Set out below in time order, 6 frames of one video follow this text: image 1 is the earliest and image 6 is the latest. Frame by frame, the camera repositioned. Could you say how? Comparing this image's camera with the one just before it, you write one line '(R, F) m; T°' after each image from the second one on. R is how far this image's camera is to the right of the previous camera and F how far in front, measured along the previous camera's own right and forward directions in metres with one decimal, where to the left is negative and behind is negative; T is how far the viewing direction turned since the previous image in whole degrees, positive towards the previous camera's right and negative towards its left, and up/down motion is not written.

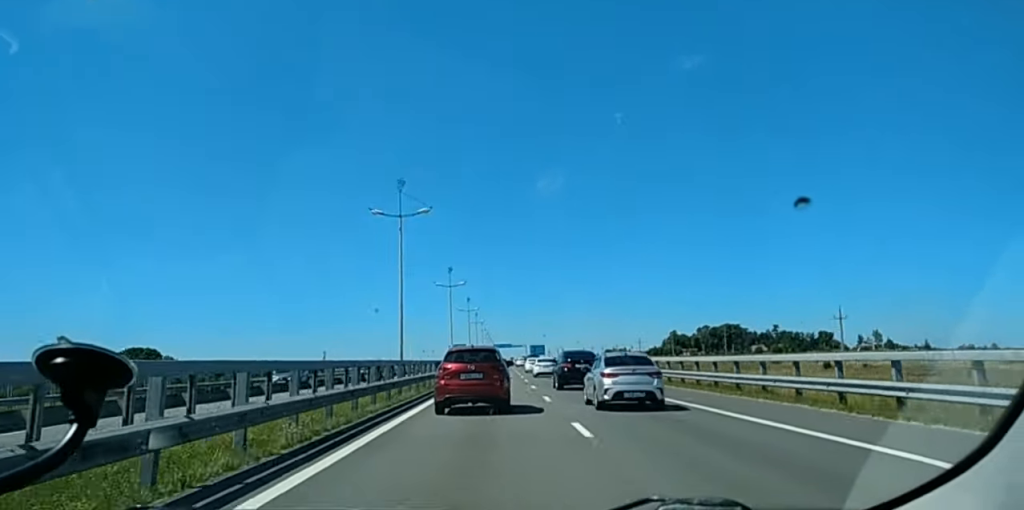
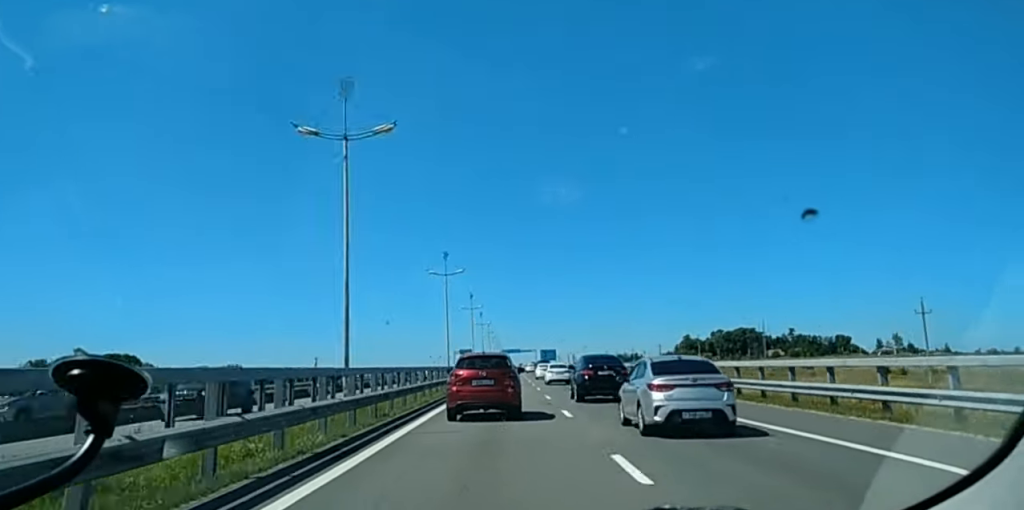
(-0.2, +16.3) m; 0°
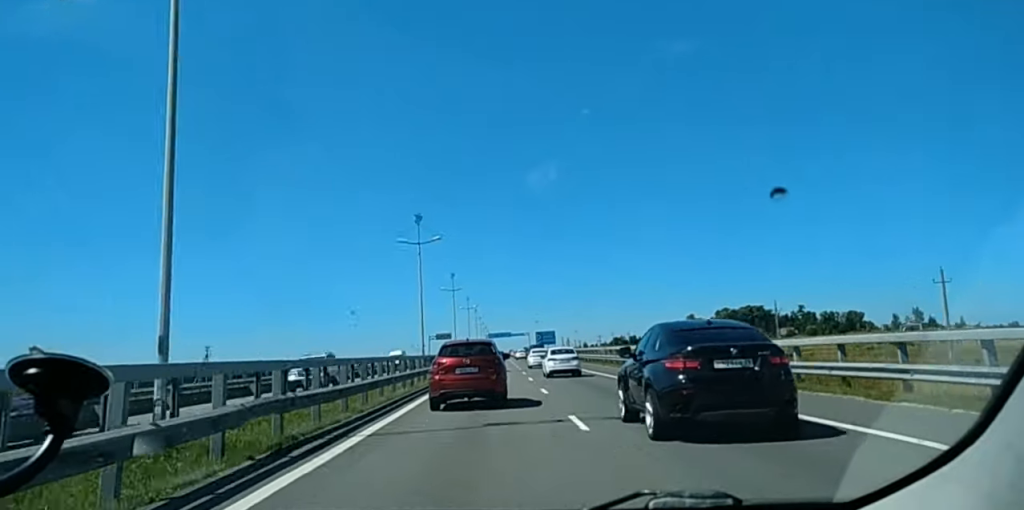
(+1.6, +56.3) m; +3°
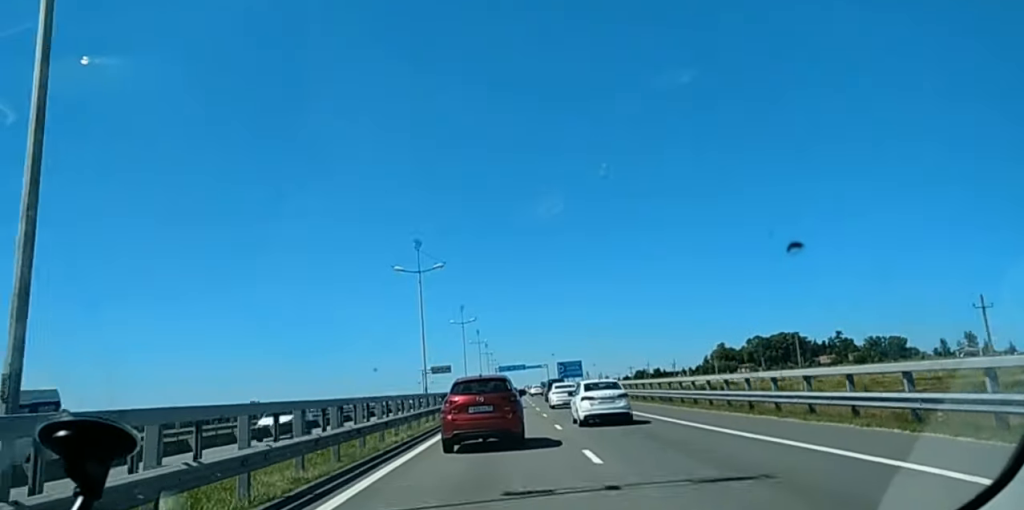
(+0.3, +48.1) m; -1°
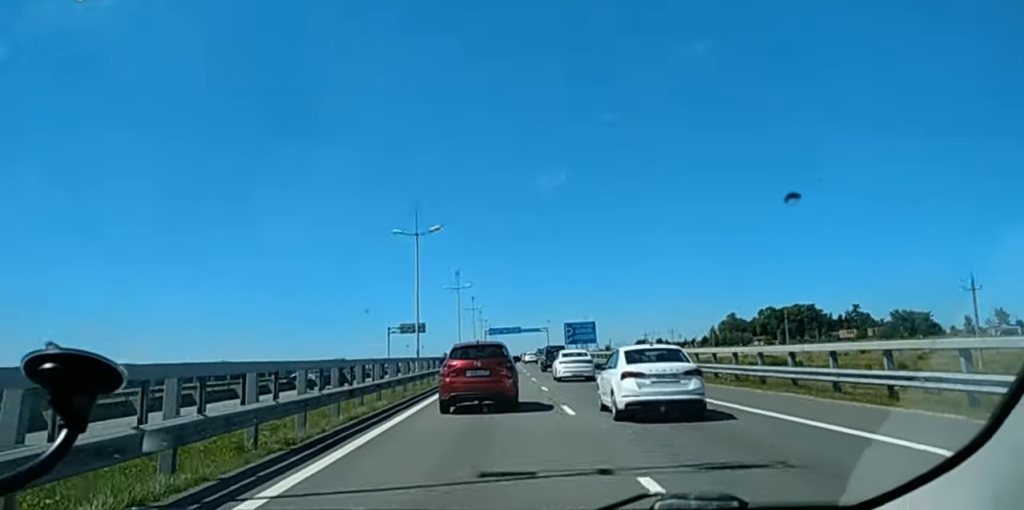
(-1.0, +43.4) m; -2°
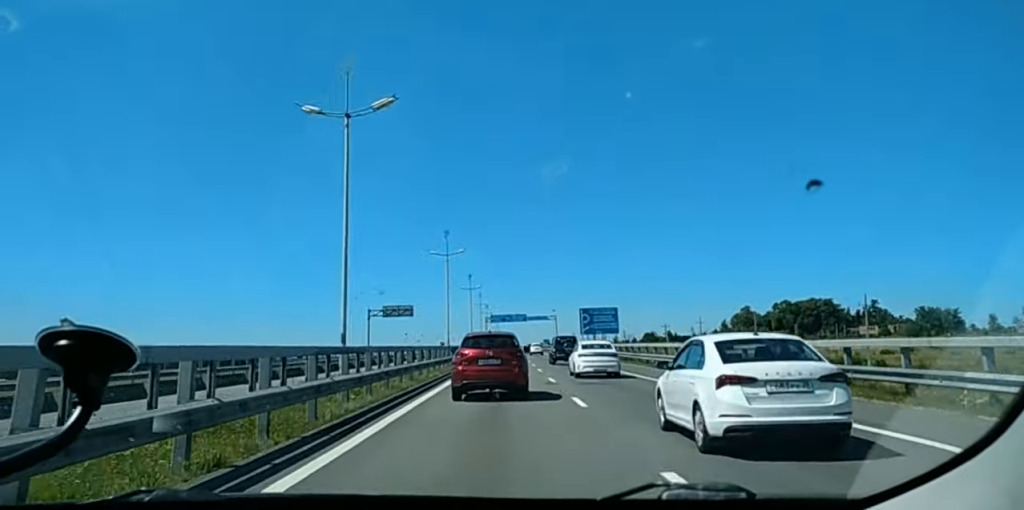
(-0.1, +24.1) m; 0°
